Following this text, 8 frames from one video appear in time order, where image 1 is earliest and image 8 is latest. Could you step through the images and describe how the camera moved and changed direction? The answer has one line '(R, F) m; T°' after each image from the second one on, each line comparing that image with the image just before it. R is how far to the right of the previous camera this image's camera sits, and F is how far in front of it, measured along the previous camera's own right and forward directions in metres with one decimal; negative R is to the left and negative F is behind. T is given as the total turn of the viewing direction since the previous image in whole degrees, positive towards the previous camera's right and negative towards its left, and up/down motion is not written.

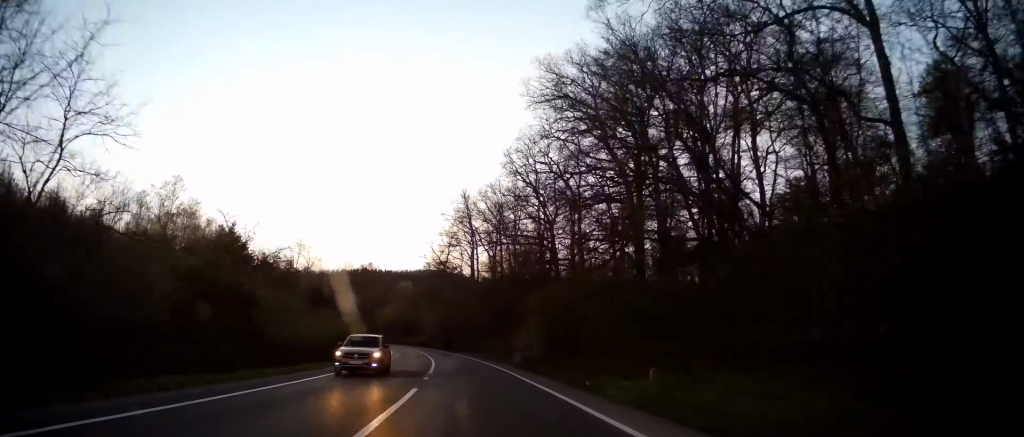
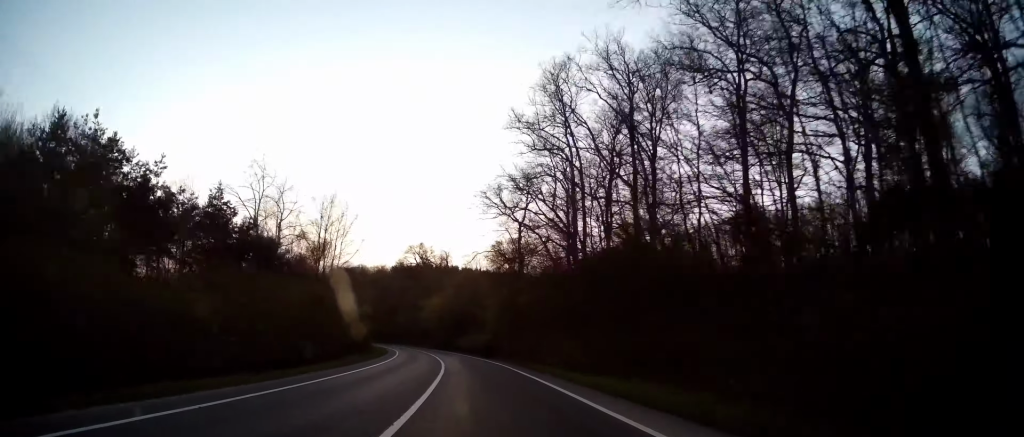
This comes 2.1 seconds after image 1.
(-3.1, +48.8) m; -7°
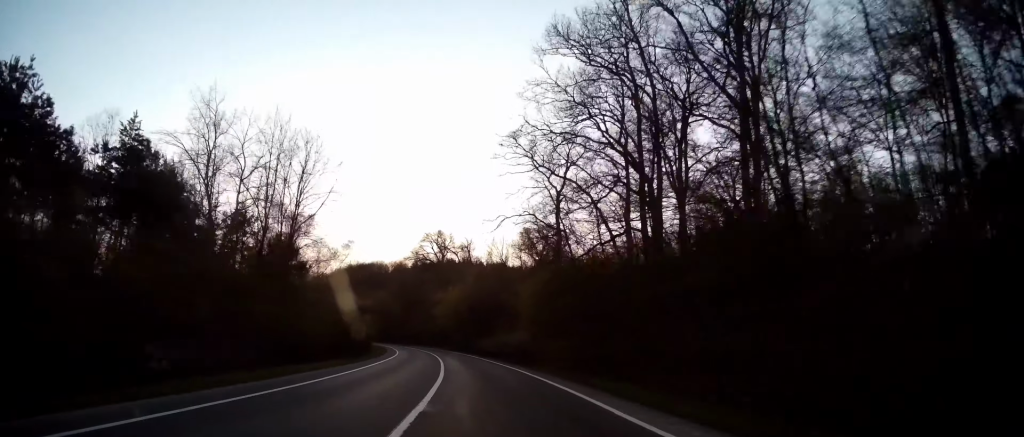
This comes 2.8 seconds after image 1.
(+0.1, +17.2) m; -1°
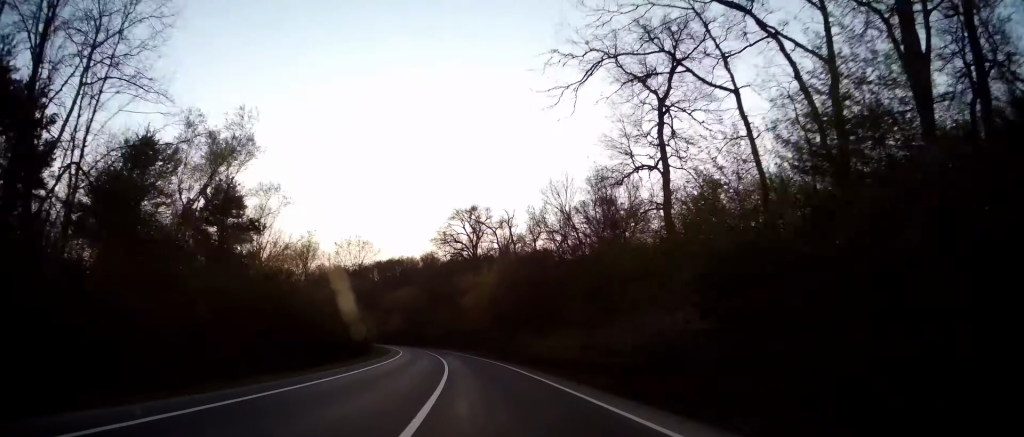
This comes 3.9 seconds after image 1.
(-0.9, +25.8) m; -5°
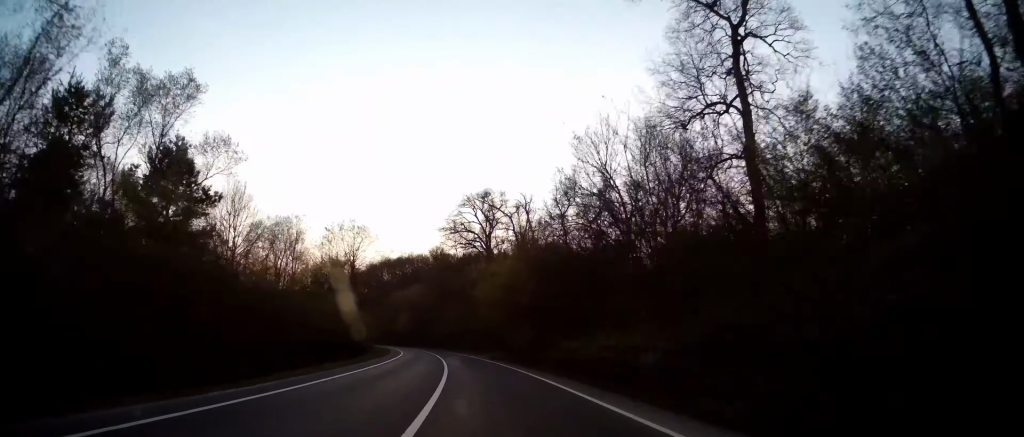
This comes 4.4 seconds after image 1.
(-0.4, +10.2) m; -2°
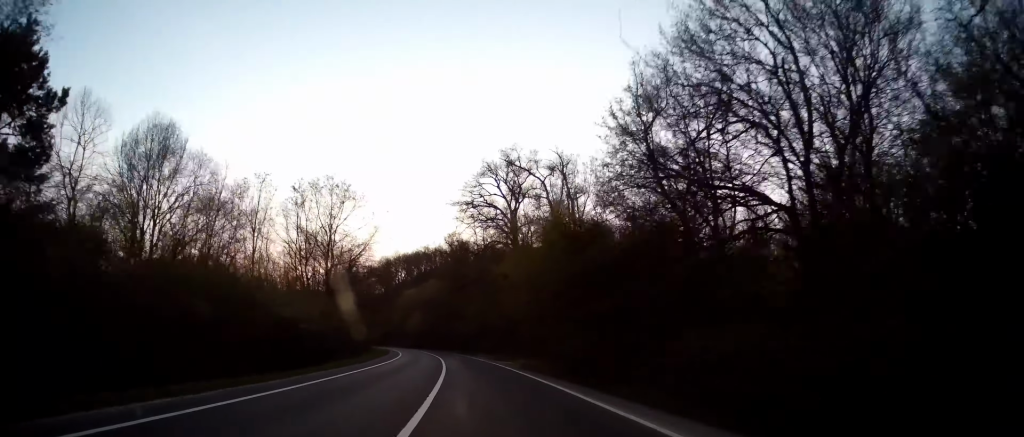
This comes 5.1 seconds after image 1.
(-0.5, +17.3) m; -3°
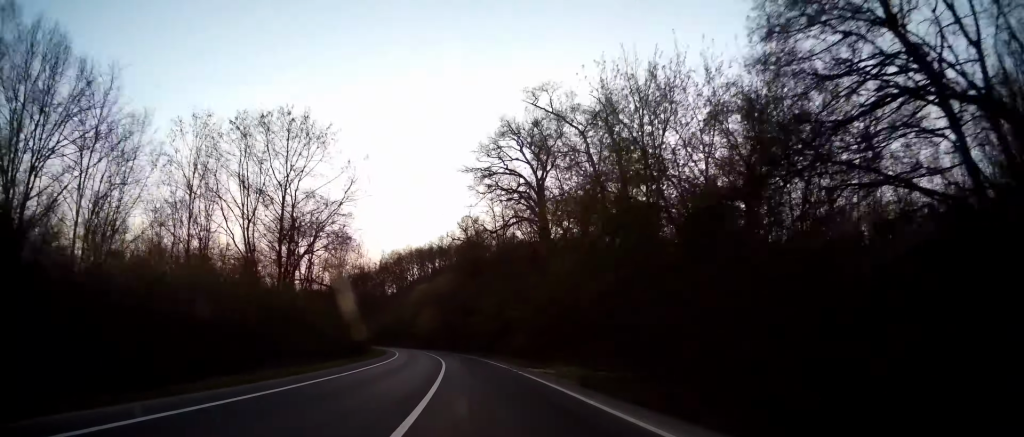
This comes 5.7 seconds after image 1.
(-0.2, +14.3) m; -2°
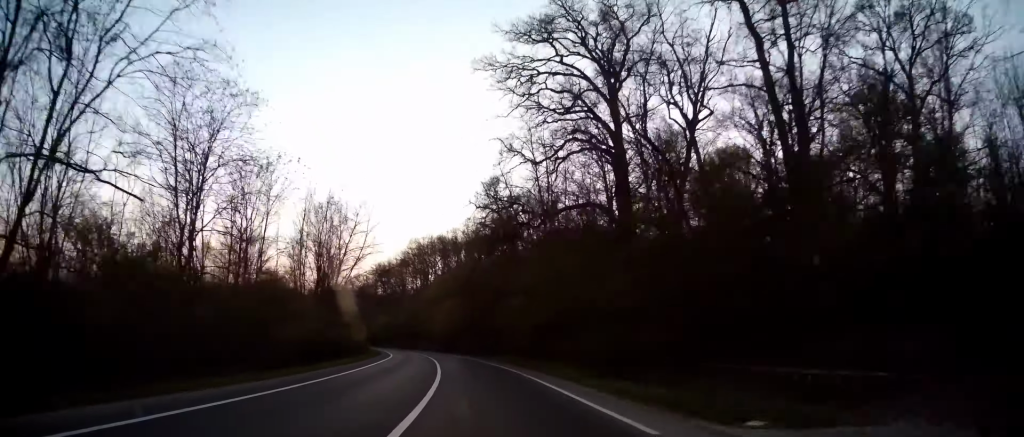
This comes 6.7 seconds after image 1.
(-0.6, +23.2) m; -3°
